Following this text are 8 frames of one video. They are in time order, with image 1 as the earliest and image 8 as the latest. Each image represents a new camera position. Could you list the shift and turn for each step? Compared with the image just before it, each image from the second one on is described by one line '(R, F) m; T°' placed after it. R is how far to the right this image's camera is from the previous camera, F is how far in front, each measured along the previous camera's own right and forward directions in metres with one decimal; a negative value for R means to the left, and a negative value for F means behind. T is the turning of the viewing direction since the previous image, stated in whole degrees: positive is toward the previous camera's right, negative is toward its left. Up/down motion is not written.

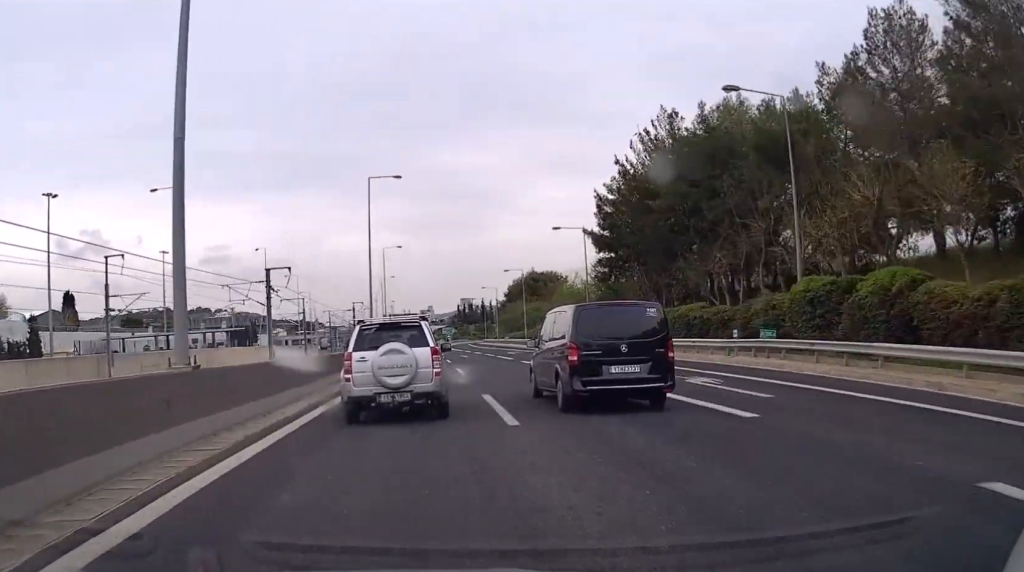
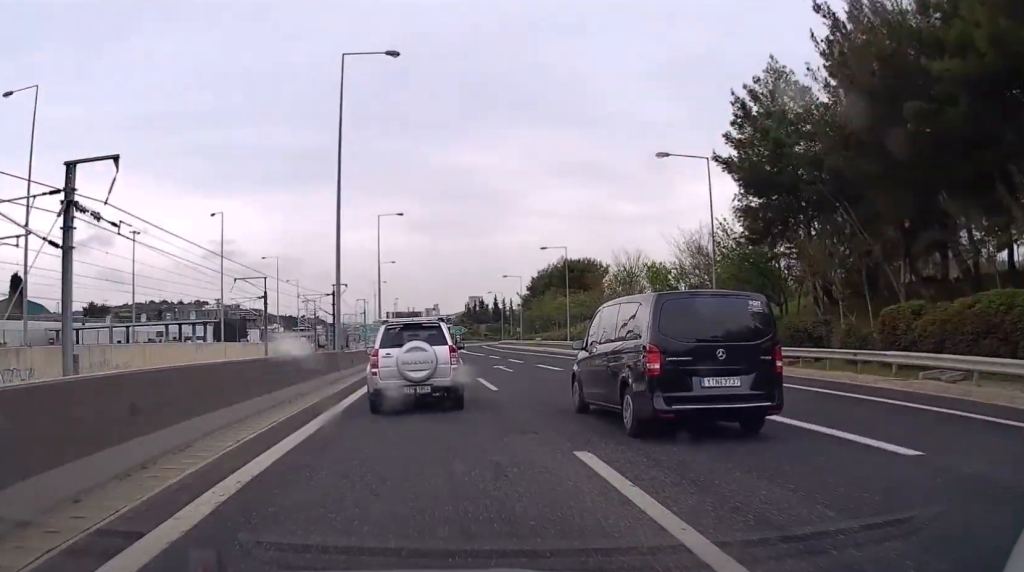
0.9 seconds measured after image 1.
(-0.1, +28.1) m; 0°
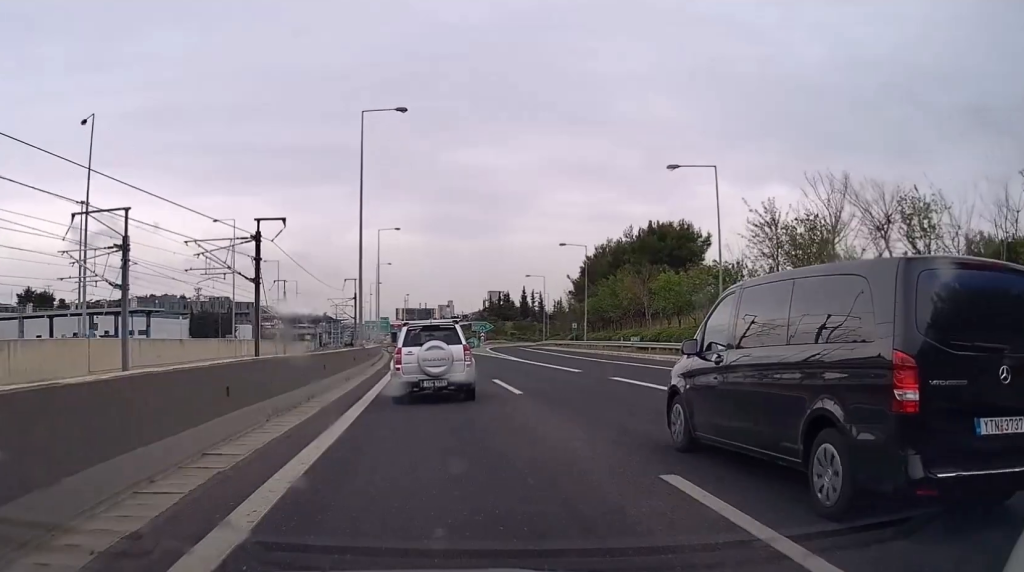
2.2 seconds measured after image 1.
(-0.3, +38.0) m; -1°
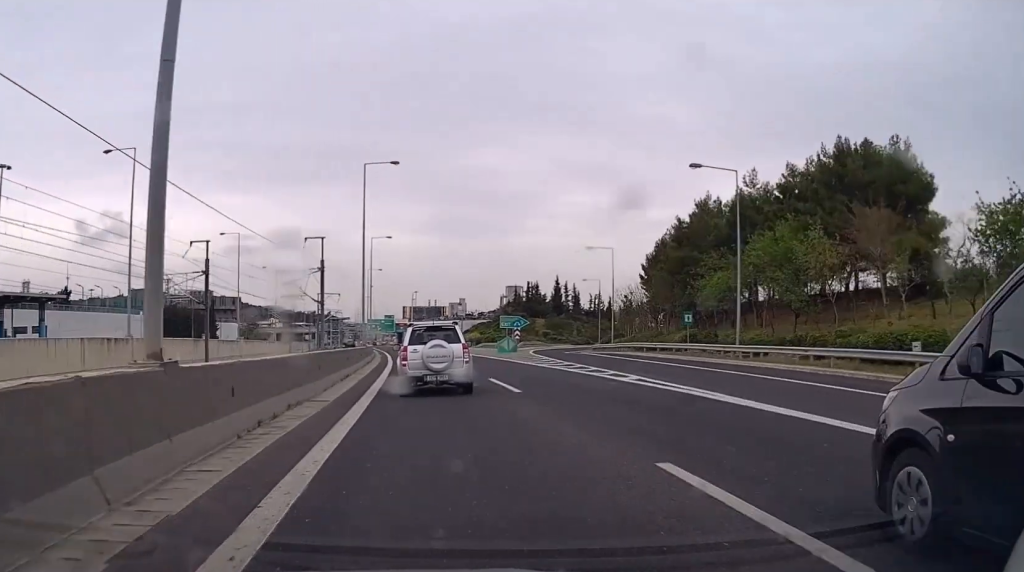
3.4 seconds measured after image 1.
(-0.2, +36.0) m; -1°
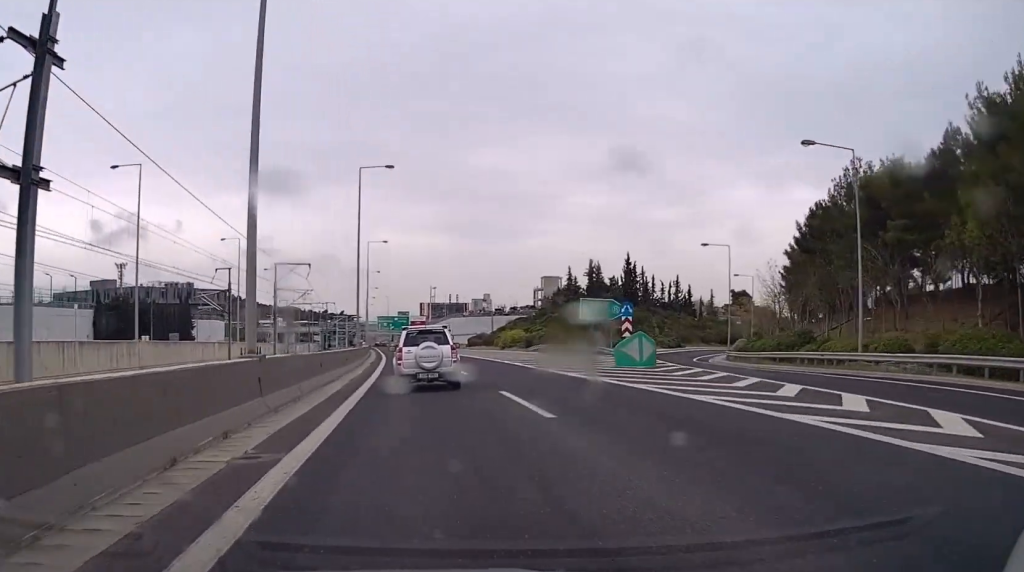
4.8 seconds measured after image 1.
(-0.3, +43.0) m; -1°
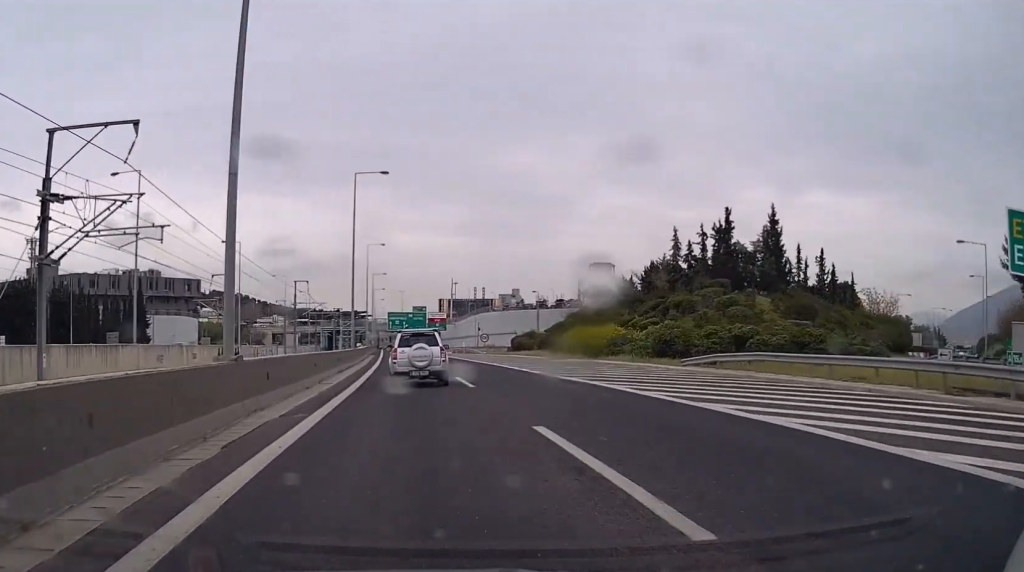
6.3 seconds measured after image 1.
(-0.6, +43.8) m; -2°
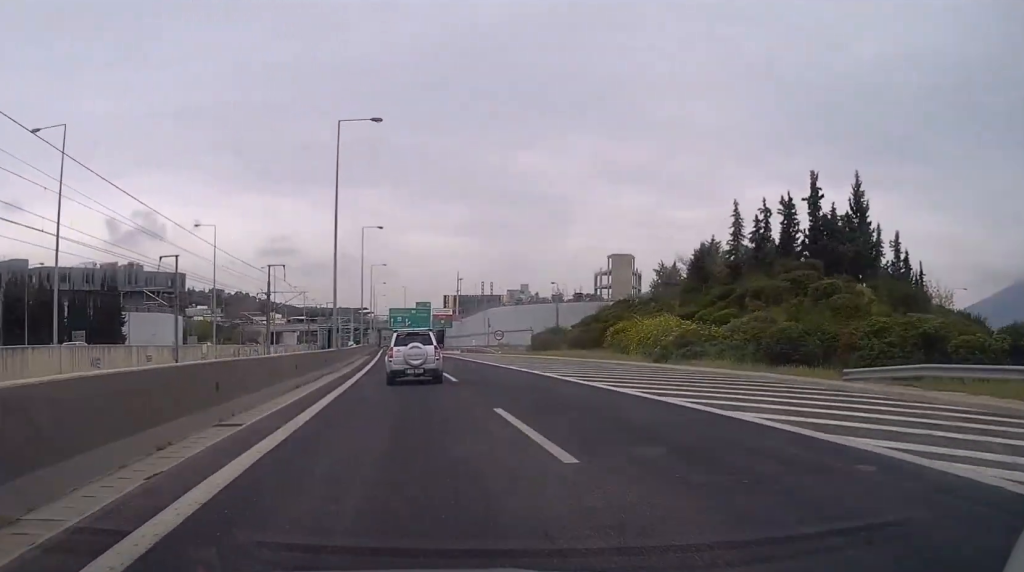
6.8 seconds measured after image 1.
(-0.1, +14.9) m; 0°
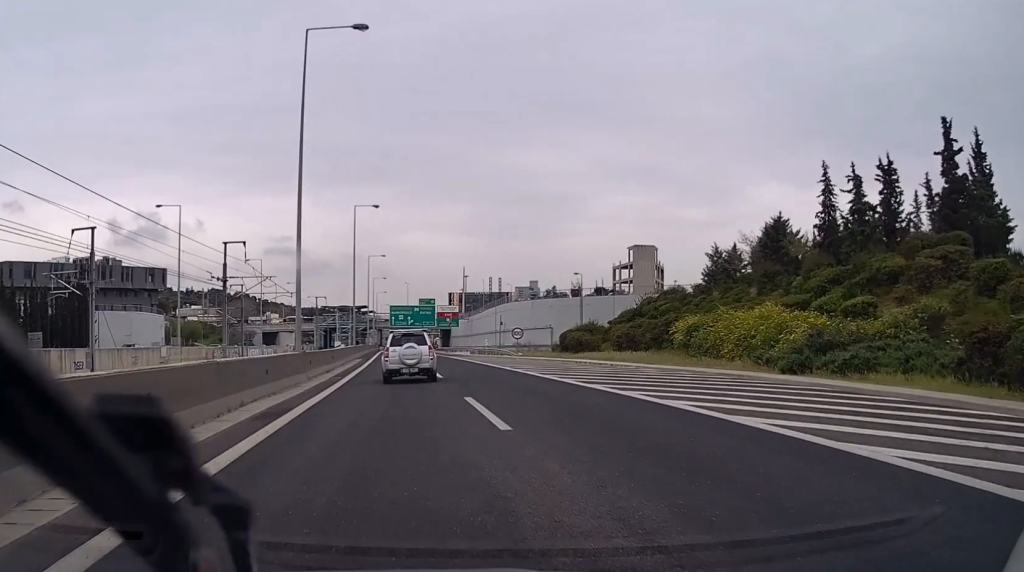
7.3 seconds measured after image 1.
(0.0, +14.9) m; 0°
